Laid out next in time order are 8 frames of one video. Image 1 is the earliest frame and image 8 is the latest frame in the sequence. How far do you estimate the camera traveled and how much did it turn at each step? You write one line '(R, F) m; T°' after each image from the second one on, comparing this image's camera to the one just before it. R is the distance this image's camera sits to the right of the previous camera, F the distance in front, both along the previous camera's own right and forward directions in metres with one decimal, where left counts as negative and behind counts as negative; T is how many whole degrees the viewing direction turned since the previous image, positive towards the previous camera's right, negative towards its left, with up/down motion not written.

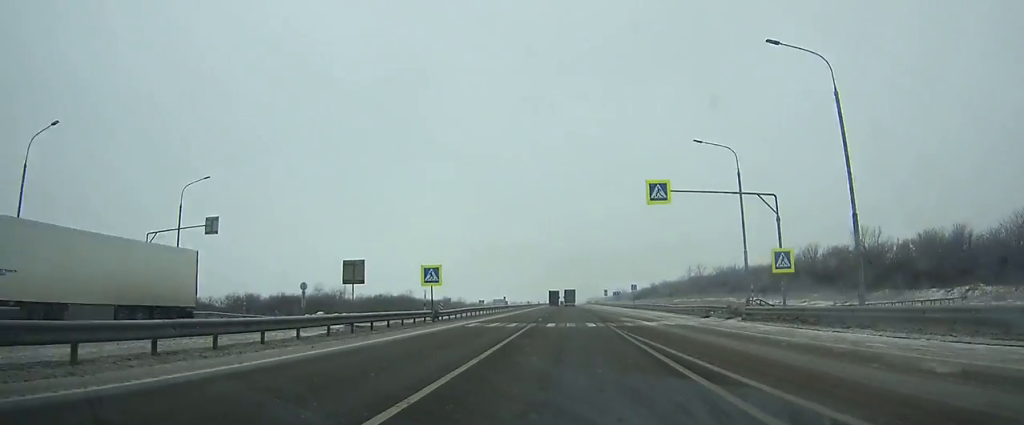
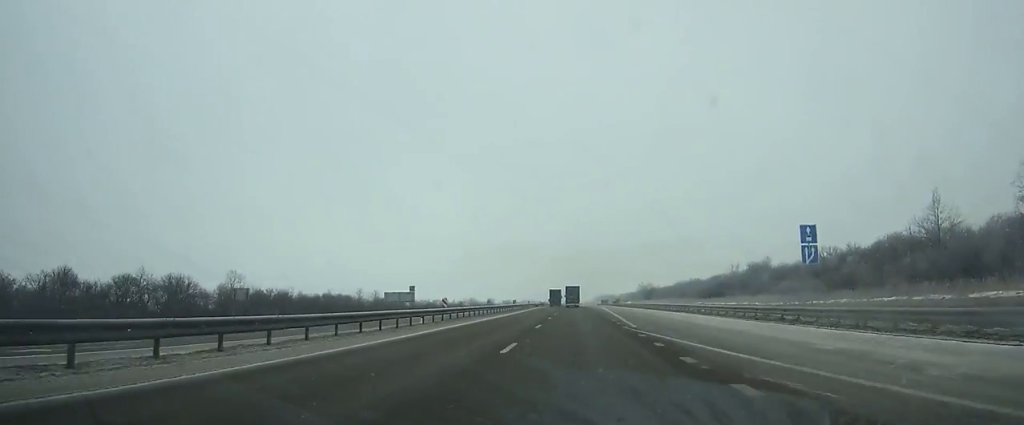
(-0.3, +145.5) m; 0°
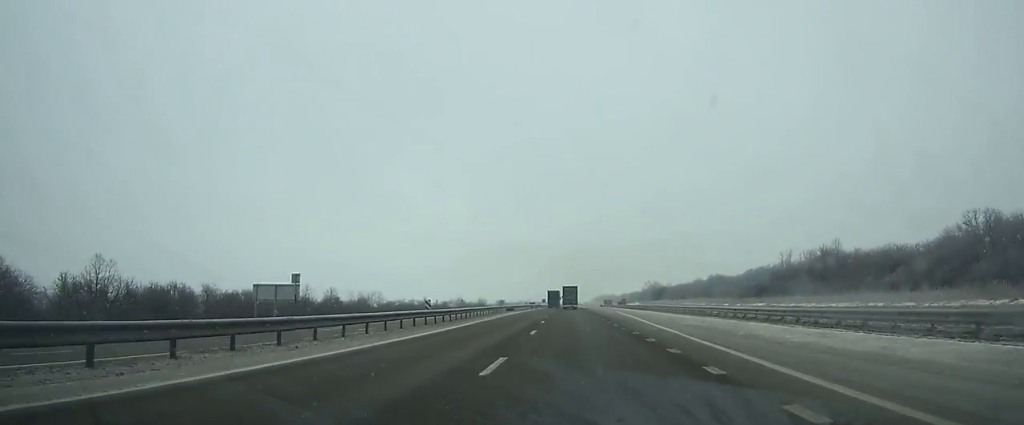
(0.0, +39.7) m; 0°
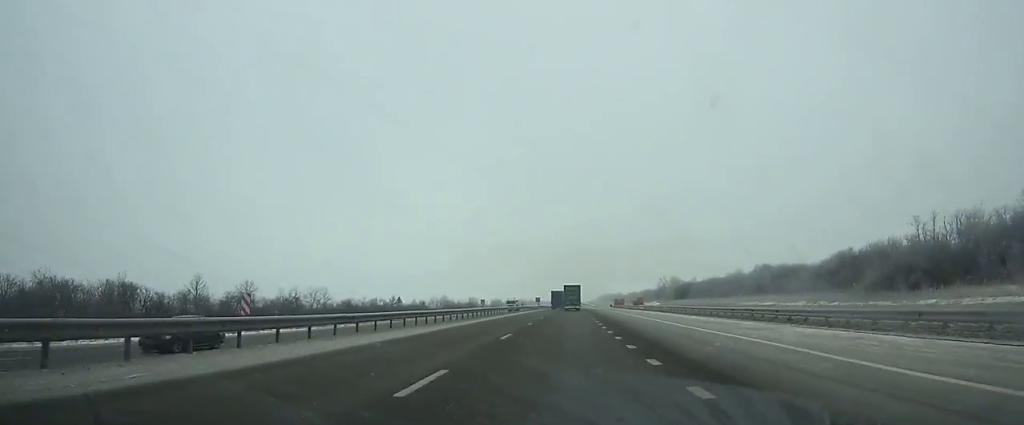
(-0.2, +50.5) m; 0°
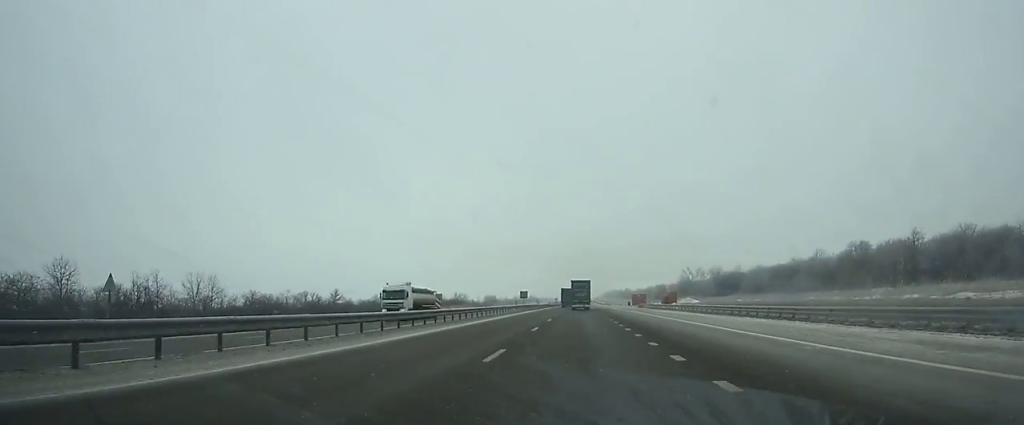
(-0.1, +56.4) m; 0°
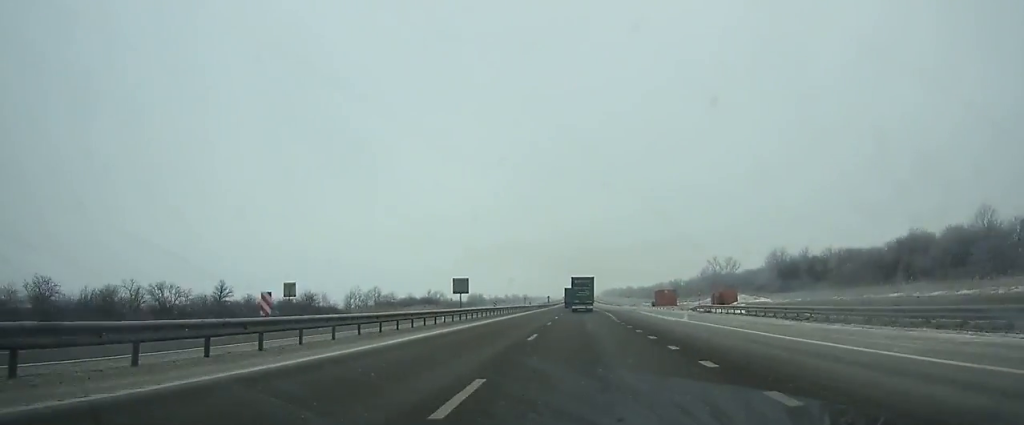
(0.0, +54.0) m; 0°
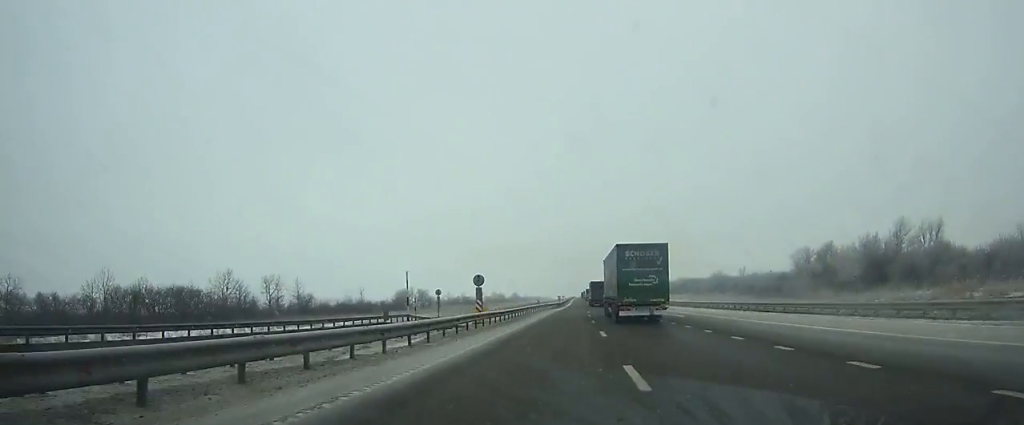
(-0.1, +168.5) m; 0°
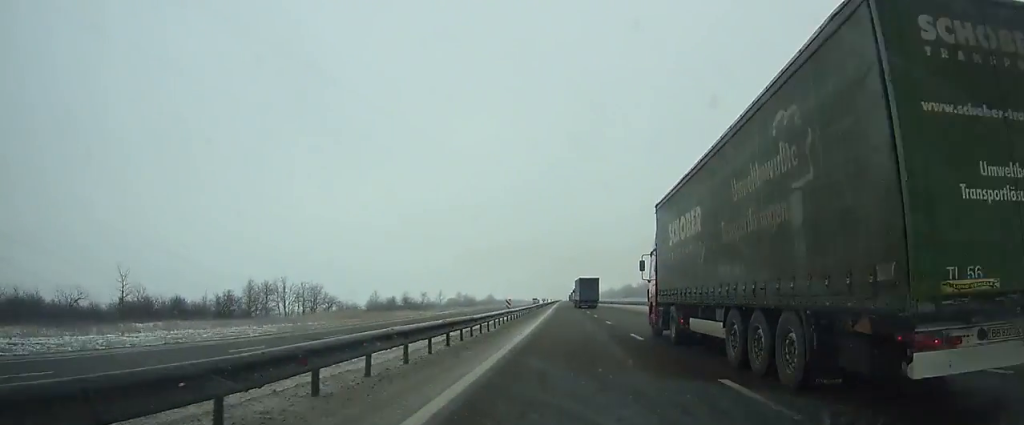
(+0.7, +97.9) m; +1°
